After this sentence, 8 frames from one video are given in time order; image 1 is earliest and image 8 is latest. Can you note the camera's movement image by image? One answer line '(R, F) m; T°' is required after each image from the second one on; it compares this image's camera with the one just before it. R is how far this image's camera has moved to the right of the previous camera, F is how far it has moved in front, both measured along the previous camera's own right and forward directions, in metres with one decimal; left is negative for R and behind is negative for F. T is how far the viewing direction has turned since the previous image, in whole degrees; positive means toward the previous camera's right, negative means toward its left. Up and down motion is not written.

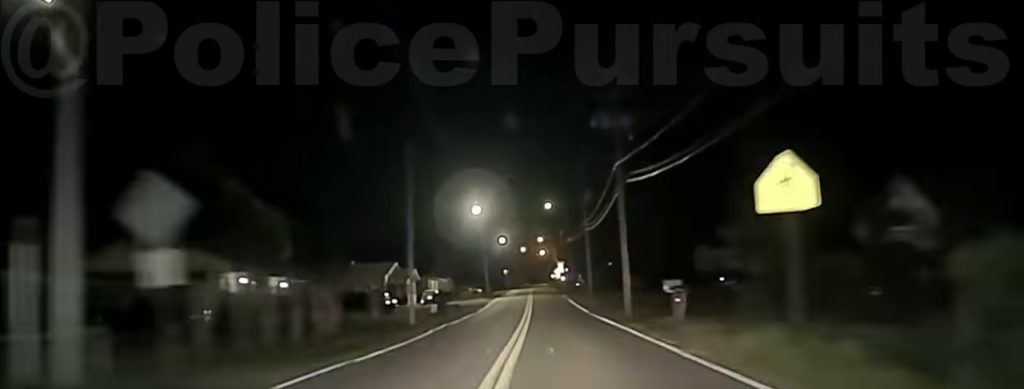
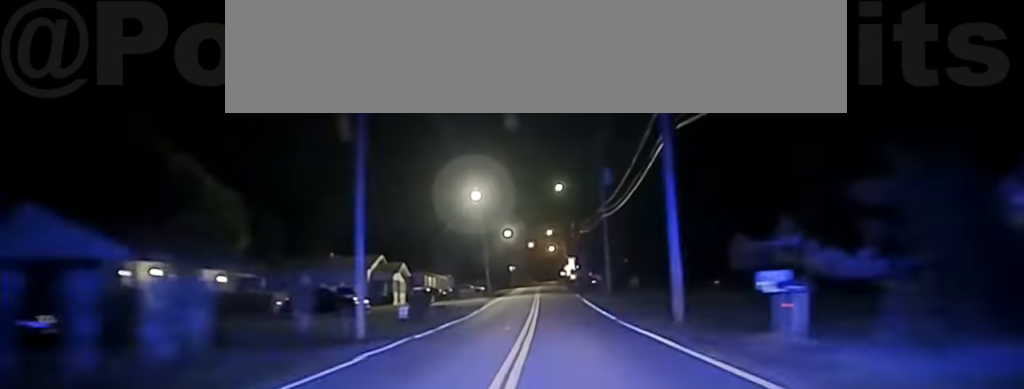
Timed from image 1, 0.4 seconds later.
(0.0, +12.2) m; 0°
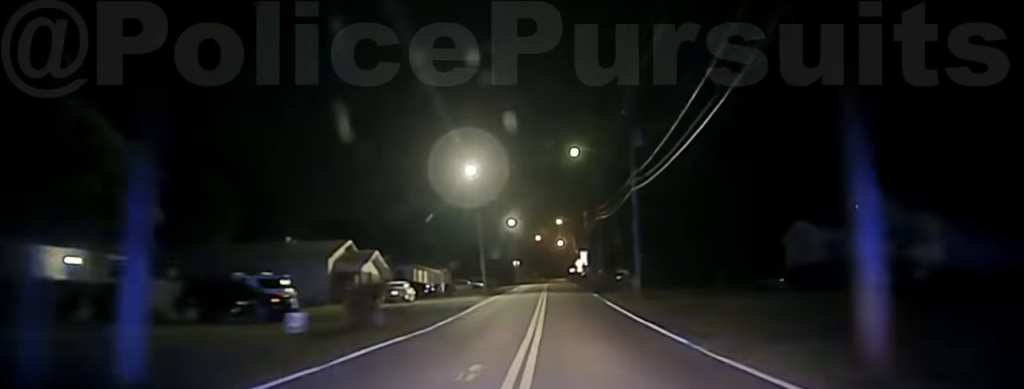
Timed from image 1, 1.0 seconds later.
(+0.1, +15.1) m; 0°
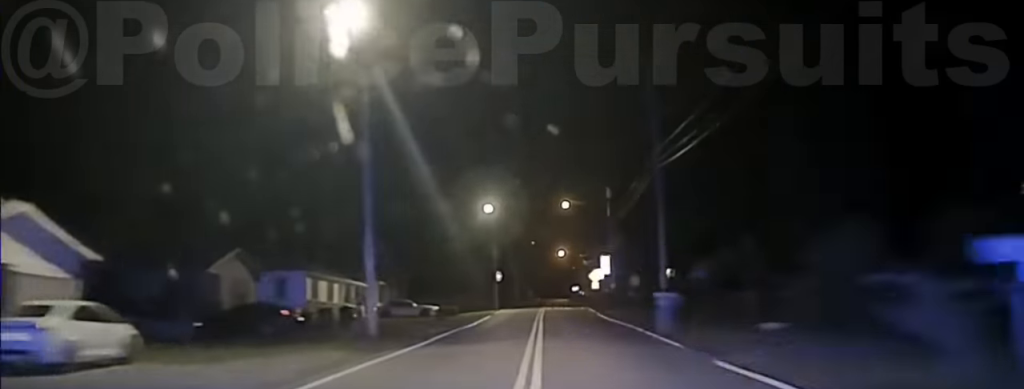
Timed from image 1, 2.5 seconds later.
(-0.3, +41.8) m; -1°
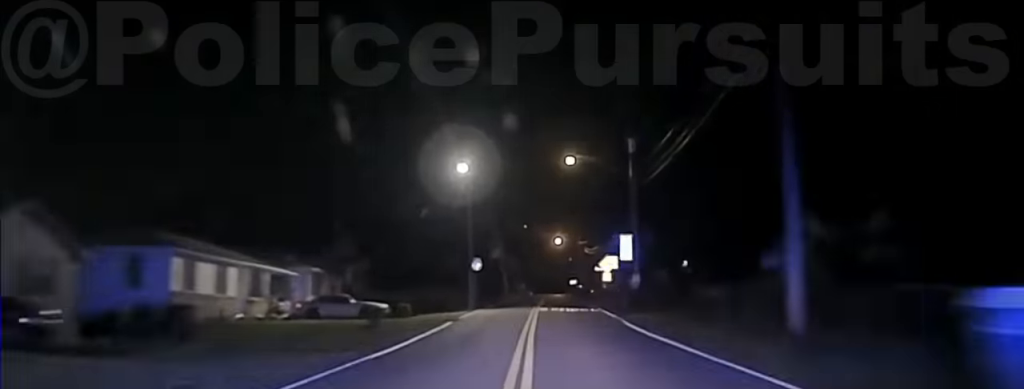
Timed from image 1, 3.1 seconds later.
(0.0, +18.1) m; 0°
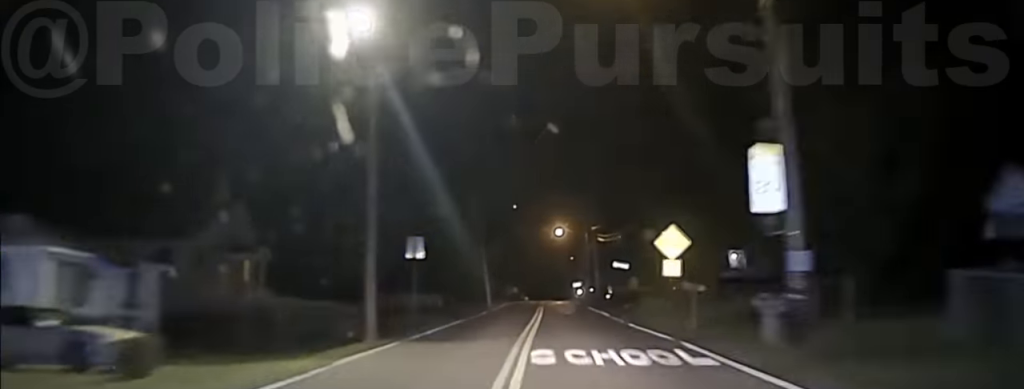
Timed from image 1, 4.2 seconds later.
(+0.1, +28.6) m; +1°
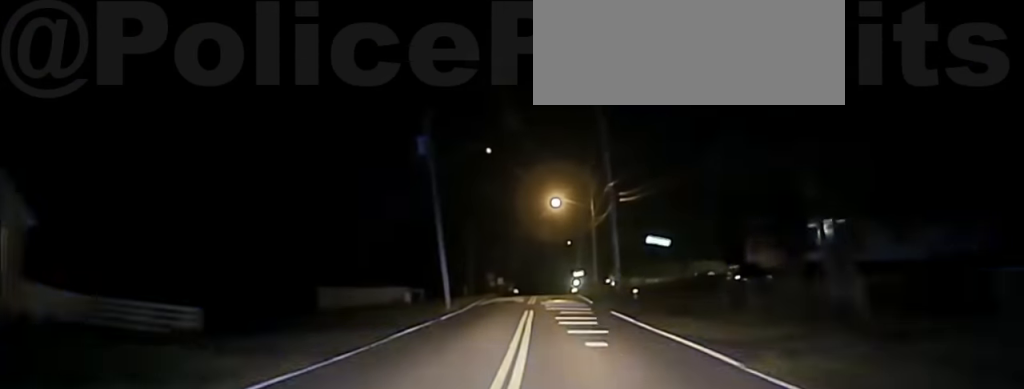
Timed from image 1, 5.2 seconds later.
(+0.1, +24.6) m; 0°
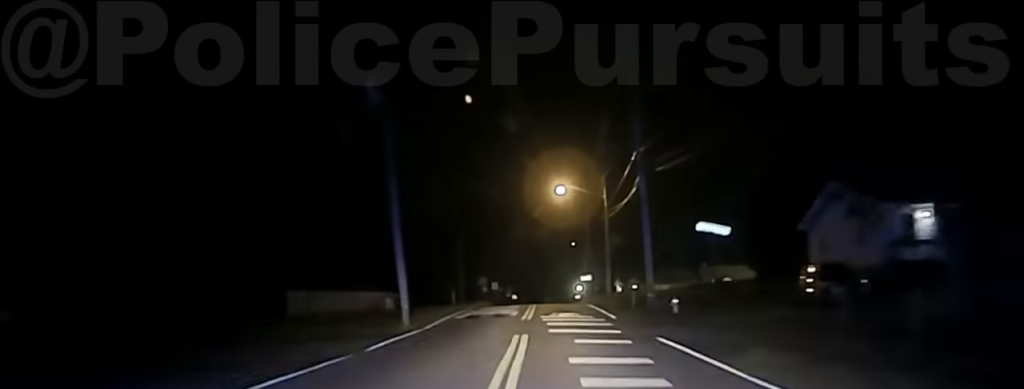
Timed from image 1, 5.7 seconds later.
(+0.1, +12.2) m; 0°
